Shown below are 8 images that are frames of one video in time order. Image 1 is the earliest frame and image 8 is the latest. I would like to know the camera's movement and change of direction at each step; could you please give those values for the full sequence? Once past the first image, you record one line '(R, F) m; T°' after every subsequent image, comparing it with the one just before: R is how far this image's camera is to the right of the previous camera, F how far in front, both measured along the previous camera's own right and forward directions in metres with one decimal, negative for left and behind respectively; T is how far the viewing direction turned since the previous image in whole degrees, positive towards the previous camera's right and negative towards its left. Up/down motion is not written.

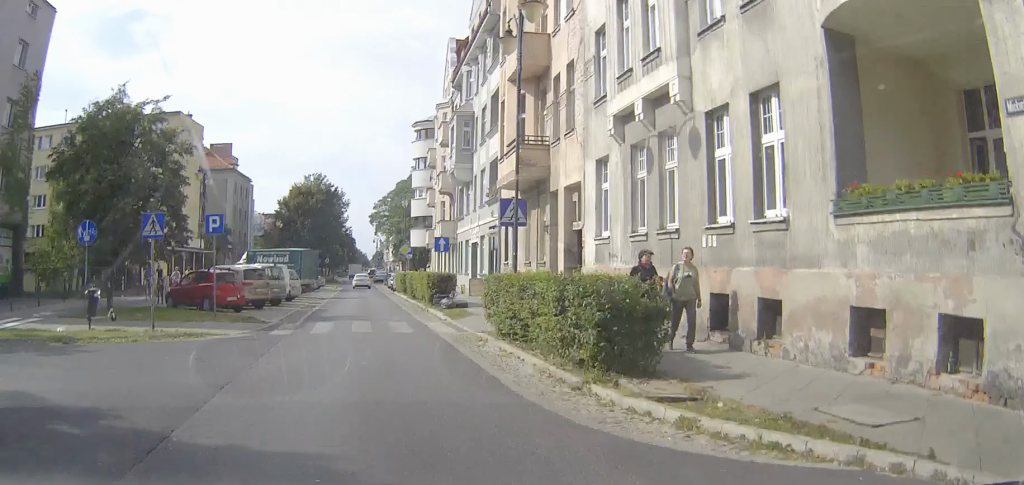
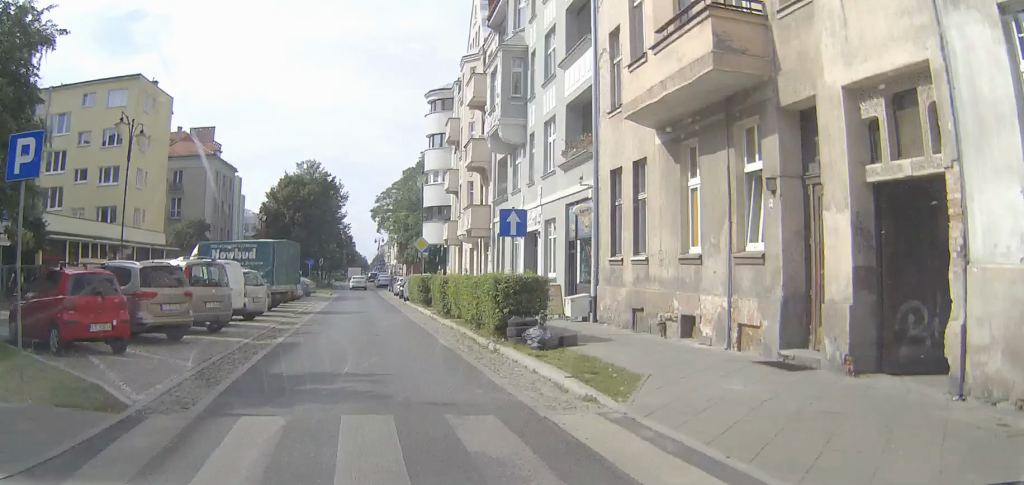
(+0.1, +14.1) m; +2°
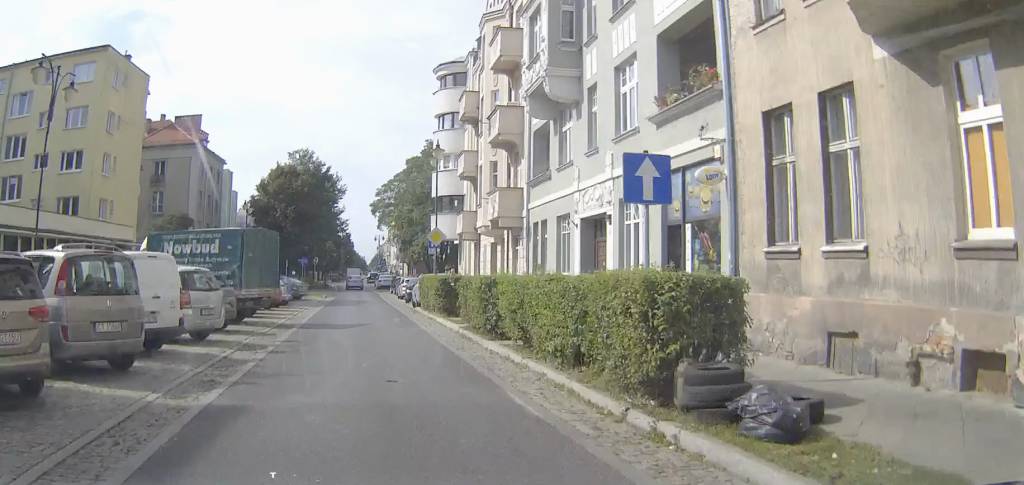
(+0.1, +7.9) m; +1°
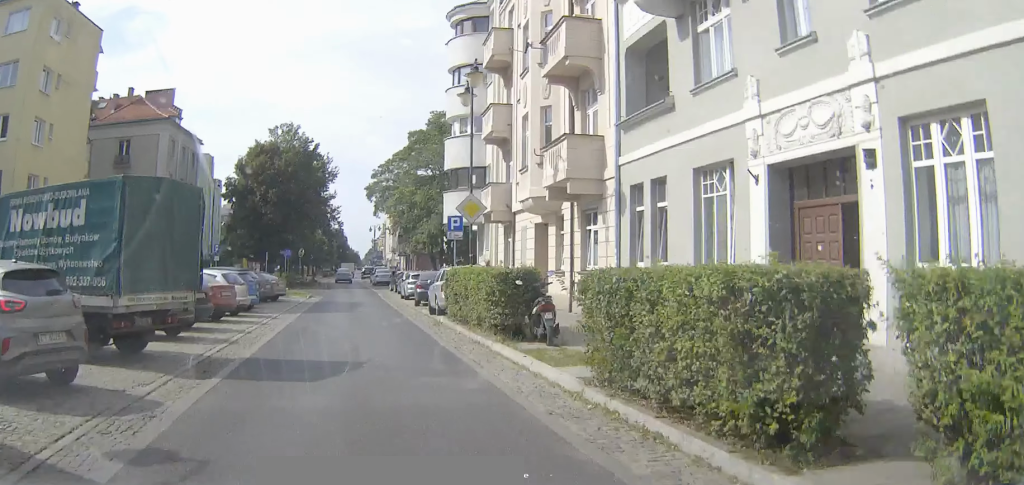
(+0.1, +11.3) m; +2°
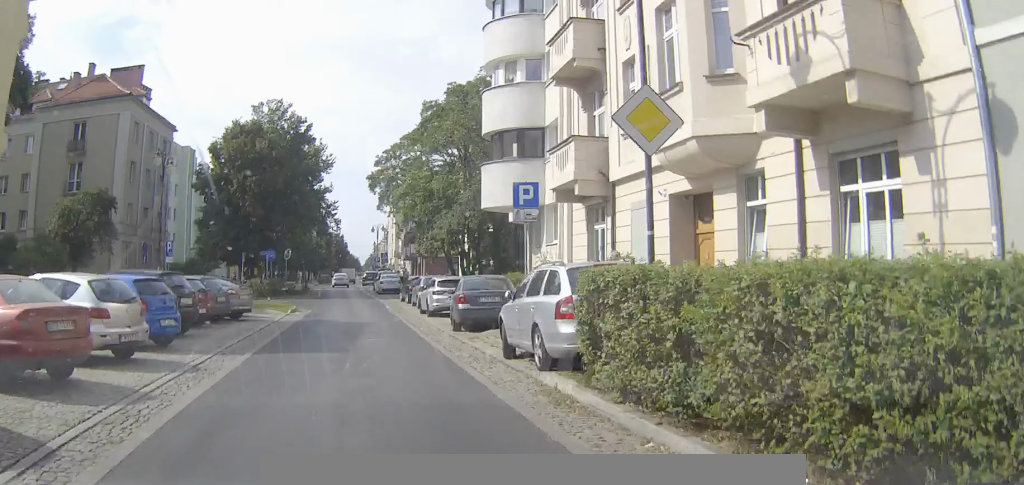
(+0.4, +12.7) m; +2°
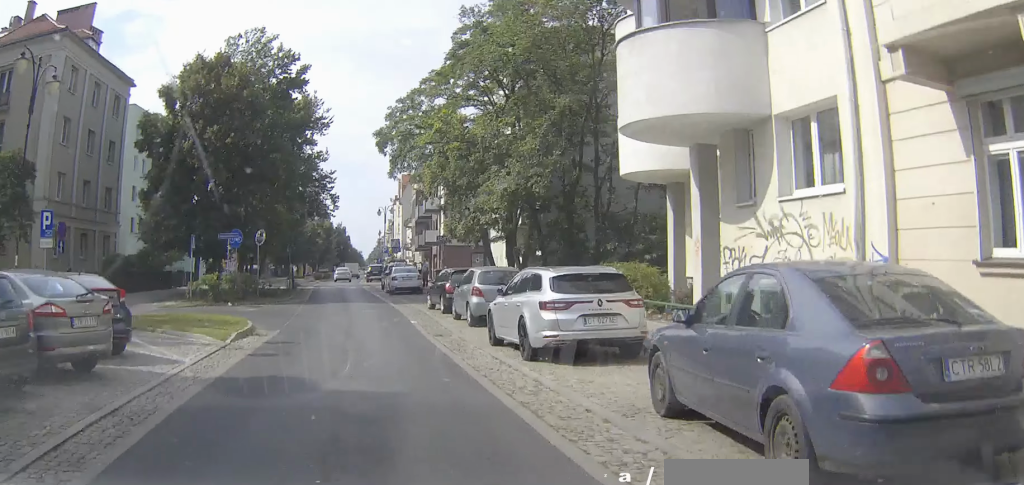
(-0.1, +15.4) m; -2°
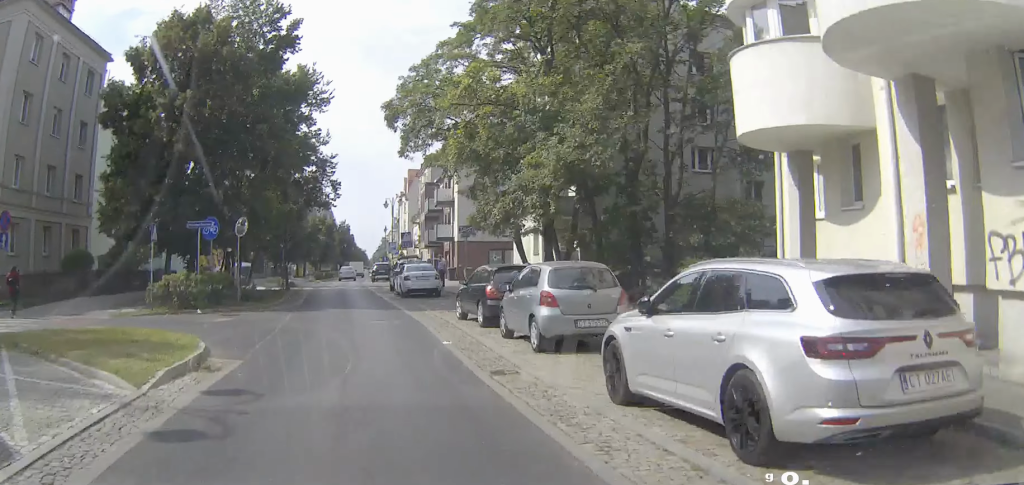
(-0.1, +7.0) m; -1°
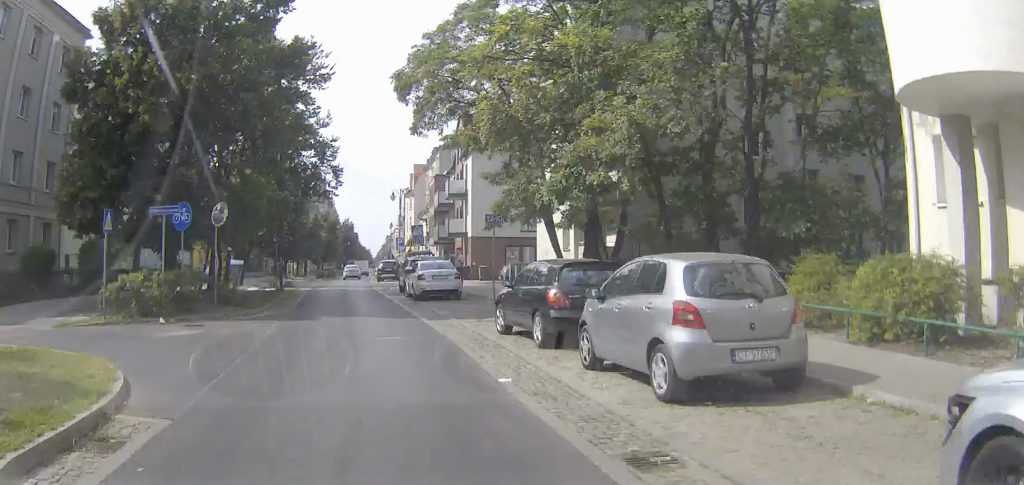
(-0.1, +5.6) m; -1°
